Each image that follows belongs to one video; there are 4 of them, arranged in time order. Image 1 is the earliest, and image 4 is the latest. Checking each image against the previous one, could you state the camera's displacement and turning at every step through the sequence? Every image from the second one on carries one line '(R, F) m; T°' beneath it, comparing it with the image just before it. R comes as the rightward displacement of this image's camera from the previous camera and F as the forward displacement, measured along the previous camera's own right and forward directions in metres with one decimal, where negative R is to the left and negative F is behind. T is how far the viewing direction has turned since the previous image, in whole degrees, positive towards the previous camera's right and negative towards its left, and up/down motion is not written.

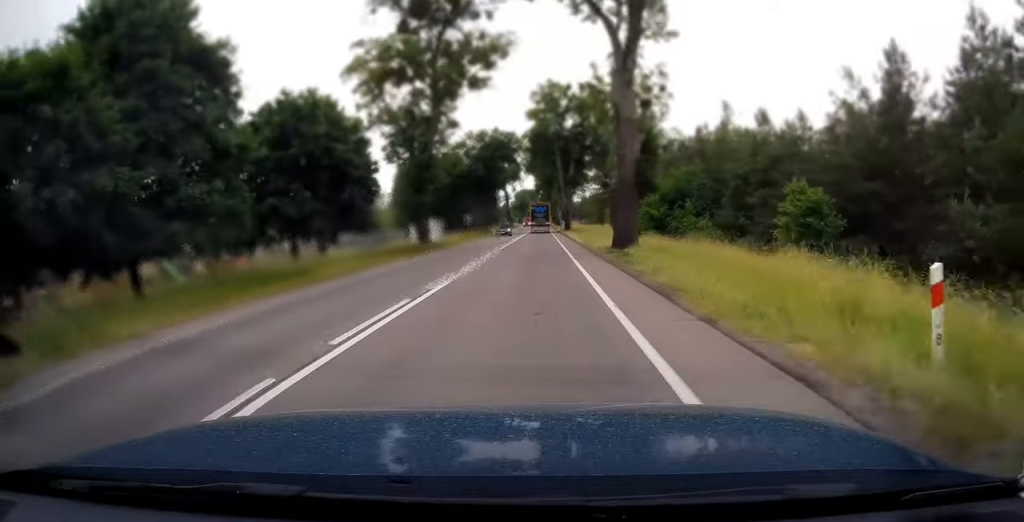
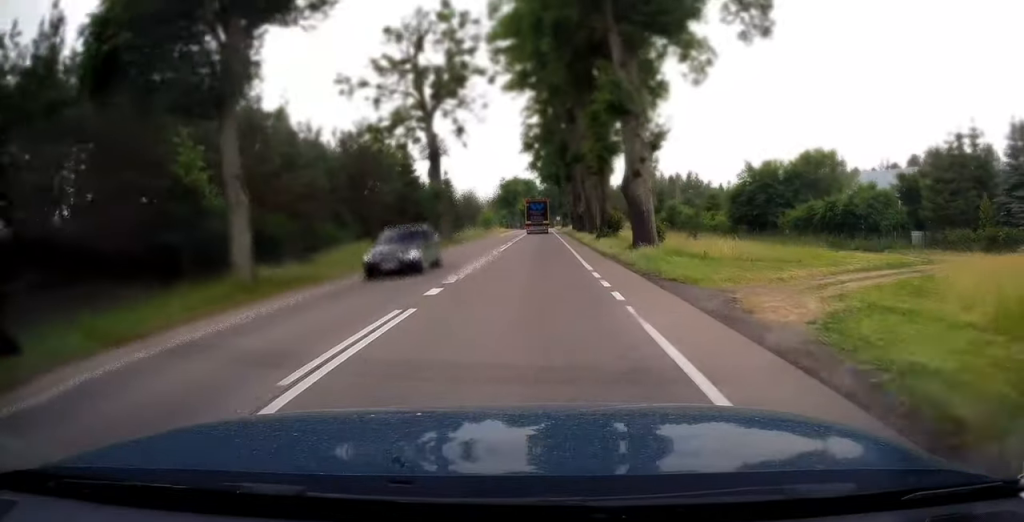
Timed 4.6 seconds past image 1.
(+0.5, +104.4) m; +1°
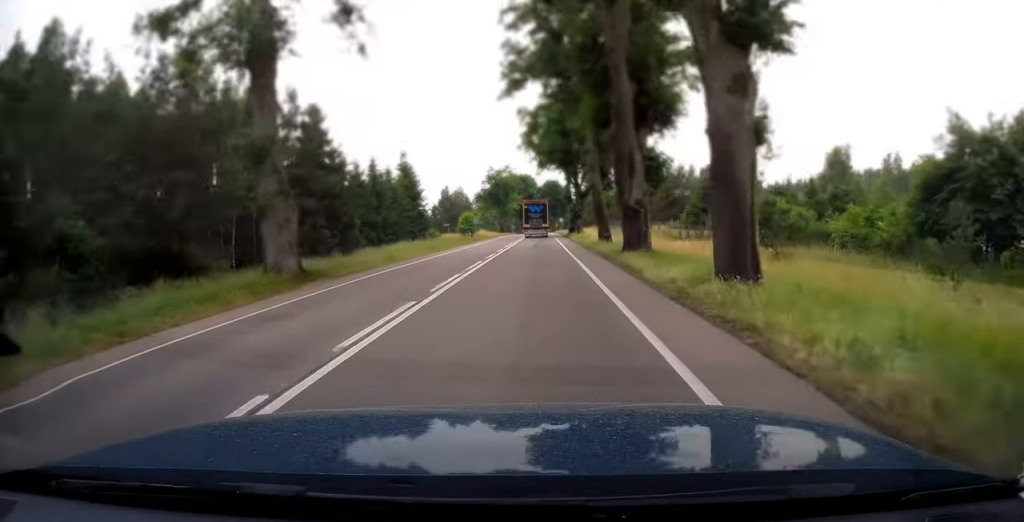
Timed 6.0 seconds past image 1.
(0.0, +33.1) m; 0°
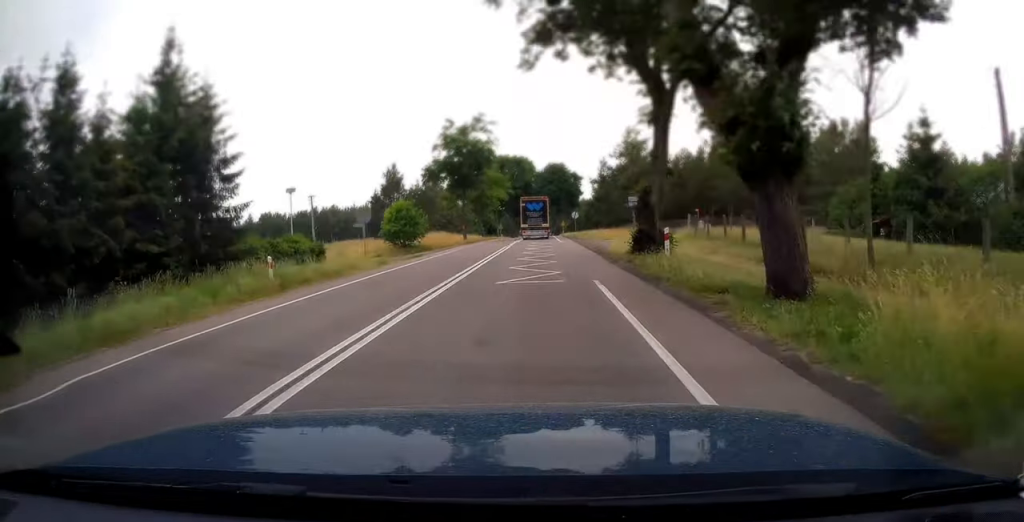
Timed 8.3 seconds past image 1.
(-0.3, +54.2) m; 0°
